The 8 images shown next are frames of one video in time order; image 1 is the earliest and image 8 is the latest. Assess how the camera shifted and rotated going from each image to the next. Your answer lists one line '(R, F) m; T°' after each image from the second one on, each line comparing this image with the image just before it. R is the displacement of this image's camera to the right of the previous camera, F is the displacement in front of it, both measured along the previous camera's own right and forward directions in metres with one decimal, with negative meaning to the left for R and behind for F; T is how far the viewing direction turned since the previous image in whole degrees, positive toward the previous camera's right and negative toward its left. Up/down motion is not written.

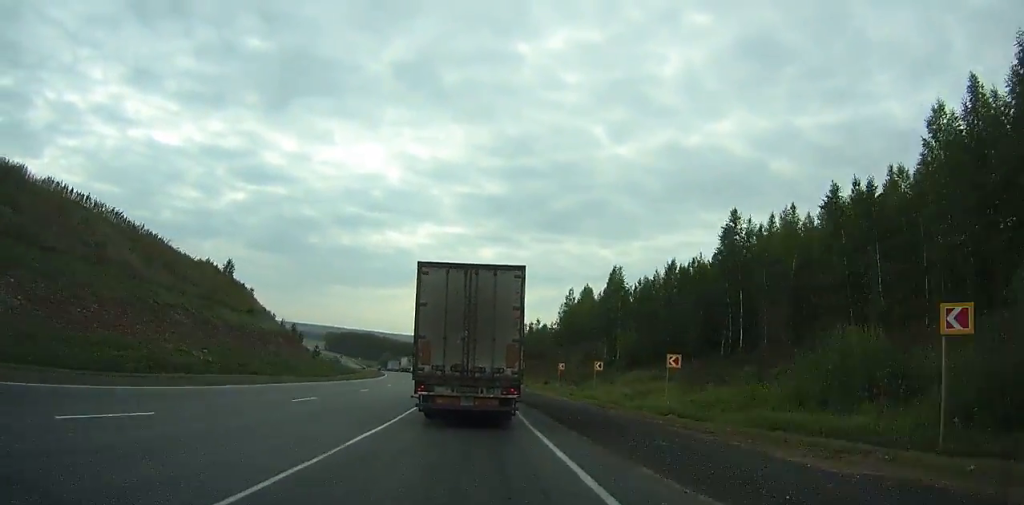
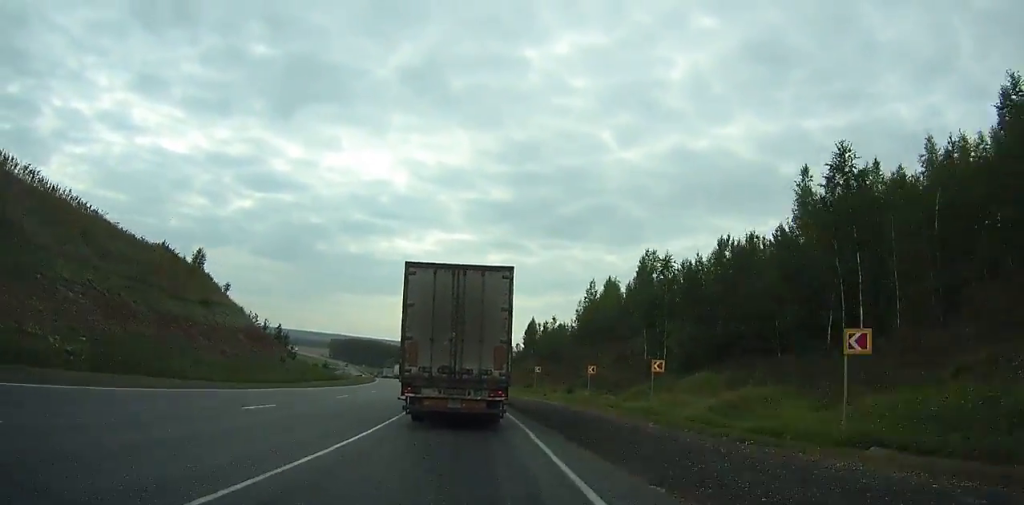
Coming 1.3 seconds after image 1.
(-0.2, +15.4) m; -2°
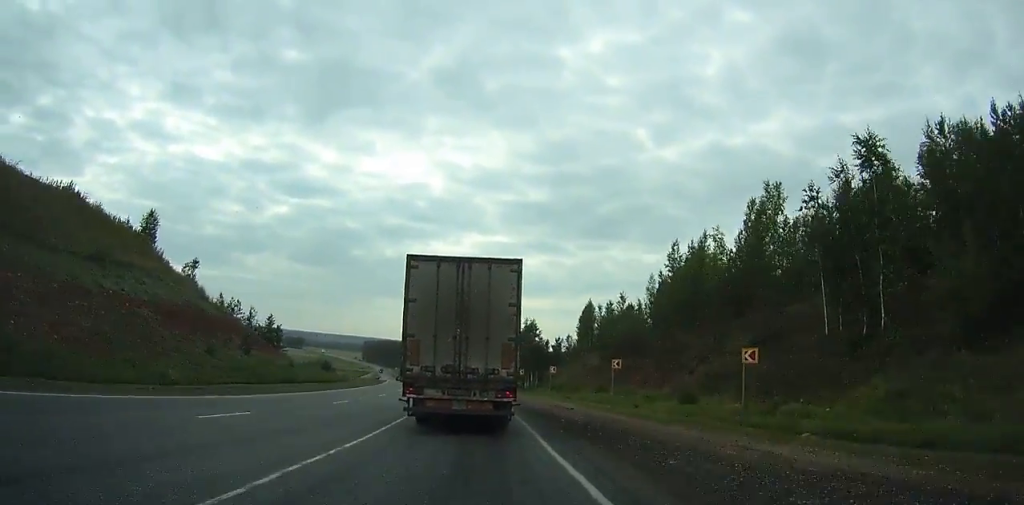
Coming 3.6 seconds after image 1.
(-0.8, +27.1) m; -3°
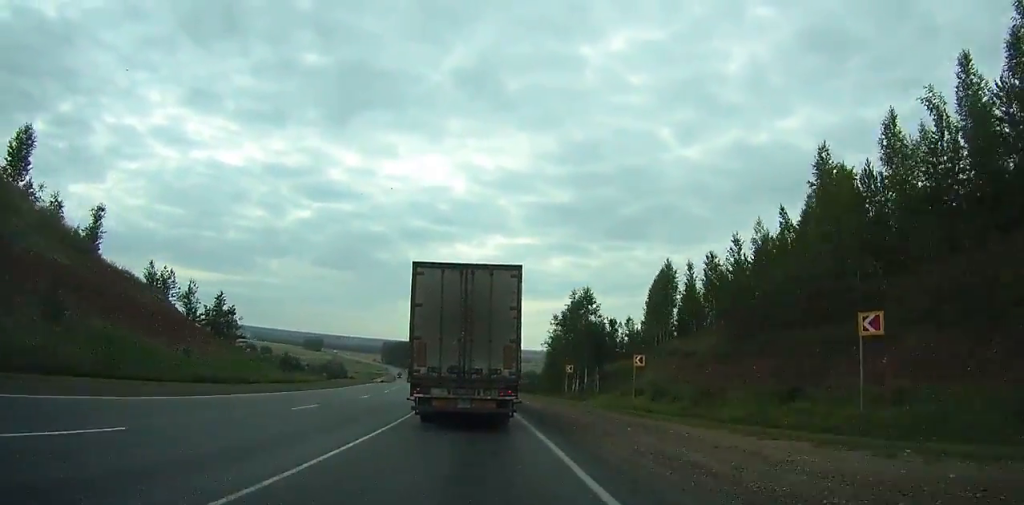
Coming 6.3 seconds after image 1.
(-0.9, +31.5) m; -4°
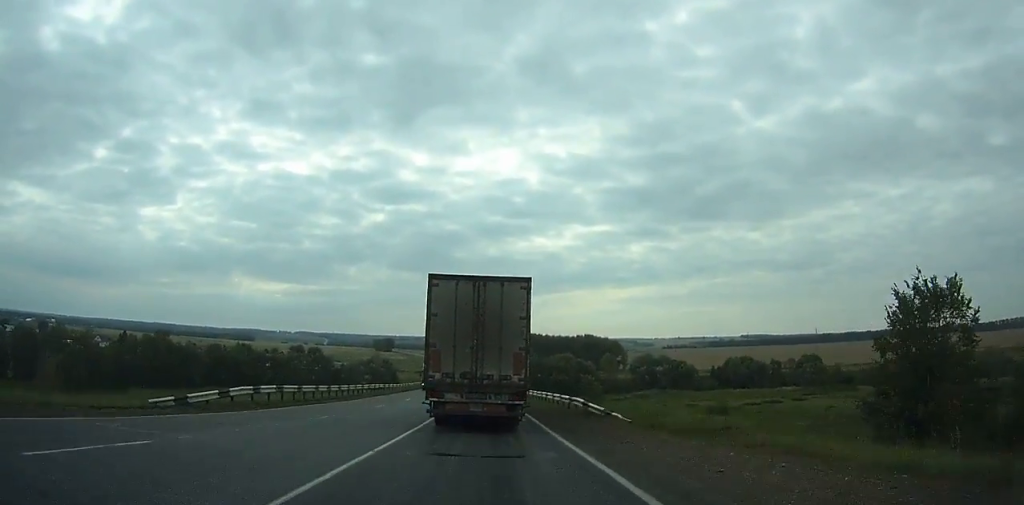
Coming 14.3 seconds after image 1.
(-6.2, +93.6) m; -6°
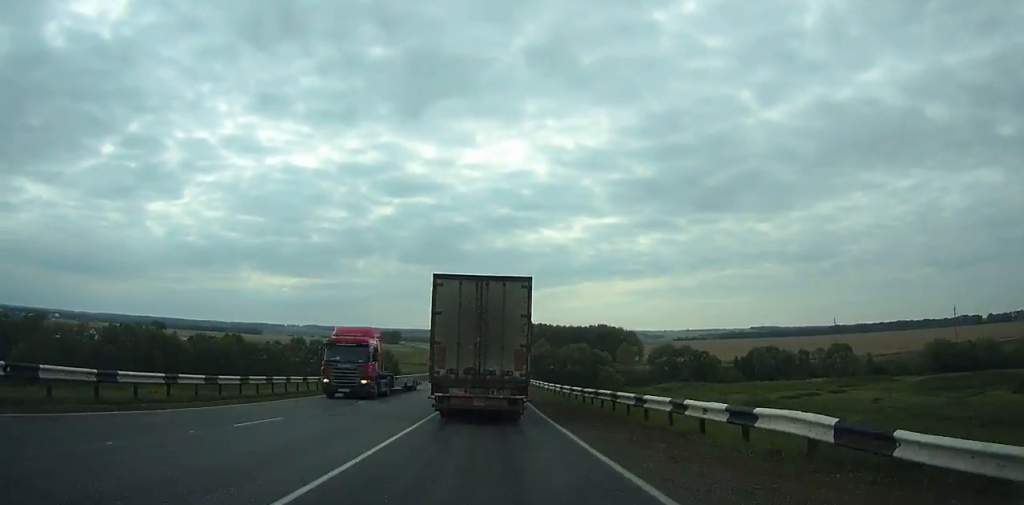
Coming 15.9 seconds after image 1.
(0.0, +19.3) m; -1°
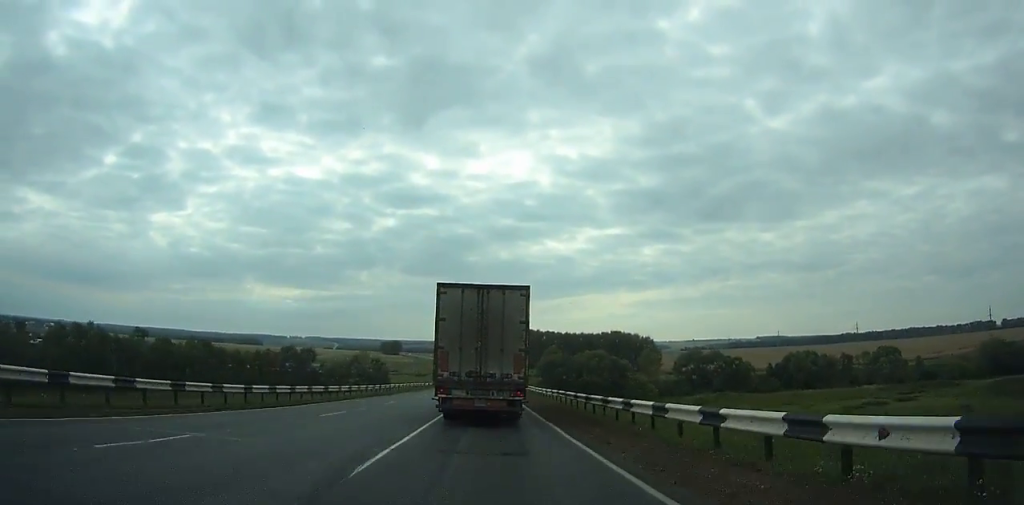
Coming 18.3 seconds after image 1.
(-0.5, +29.7) m; -1°
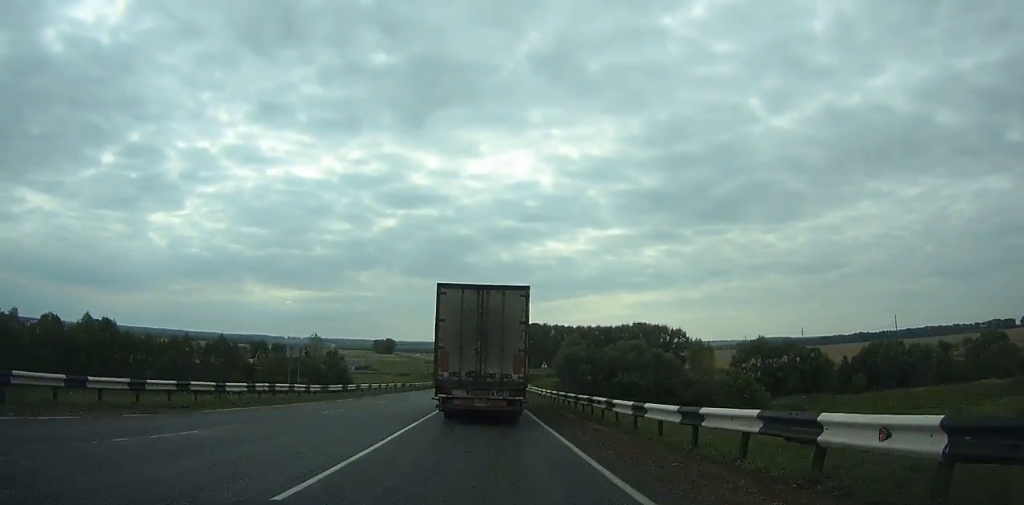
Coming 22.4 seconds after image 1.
(-0.6, +52.8) m; -1°
